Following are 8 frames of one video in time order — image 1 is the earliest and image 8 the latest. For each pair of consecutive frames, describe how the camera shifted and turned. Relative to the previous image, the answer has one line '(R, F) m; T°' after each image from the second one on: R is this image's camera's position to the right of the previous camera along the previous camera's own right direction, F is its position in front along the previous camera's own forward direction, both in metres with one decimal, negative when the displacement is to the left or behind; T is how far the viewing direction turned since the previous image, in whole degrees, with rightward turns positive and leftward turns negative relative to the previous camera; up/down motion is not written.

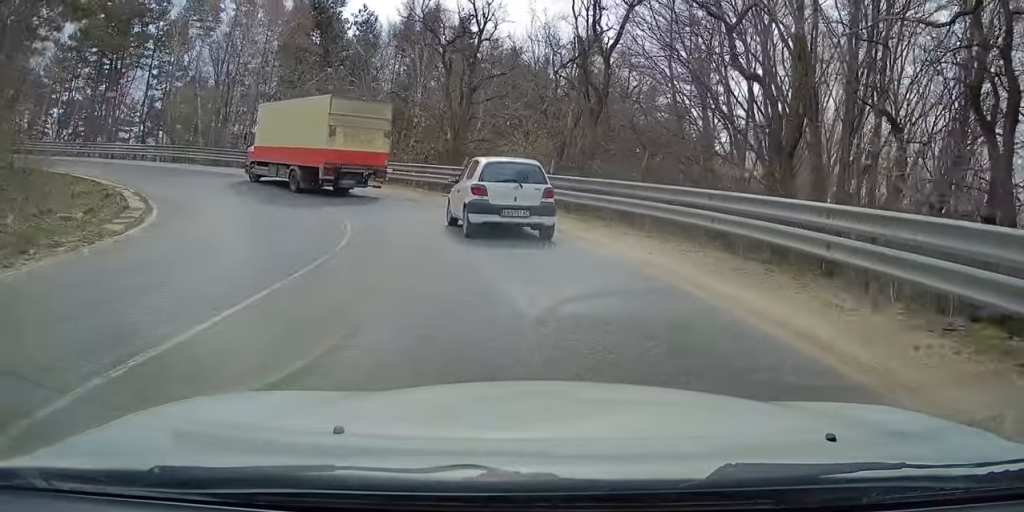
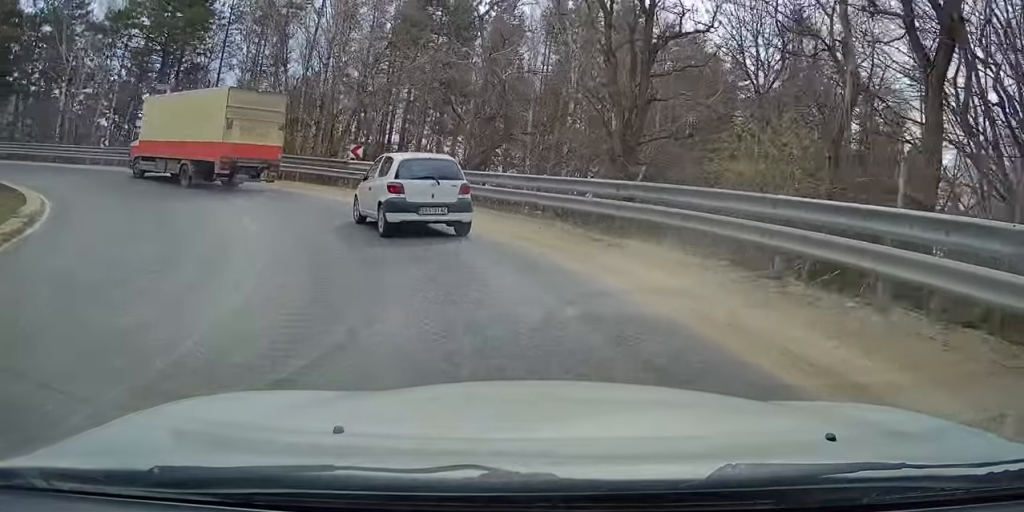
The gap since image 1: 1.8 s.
(-1.9, +14.9) m; -18°
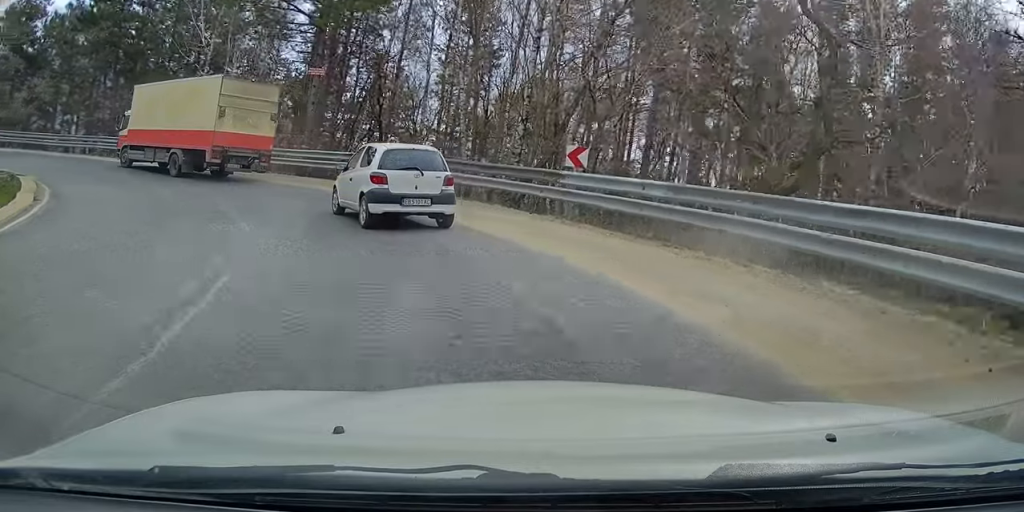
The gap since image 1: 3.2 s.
(-1.5, +11.6) m; -12°
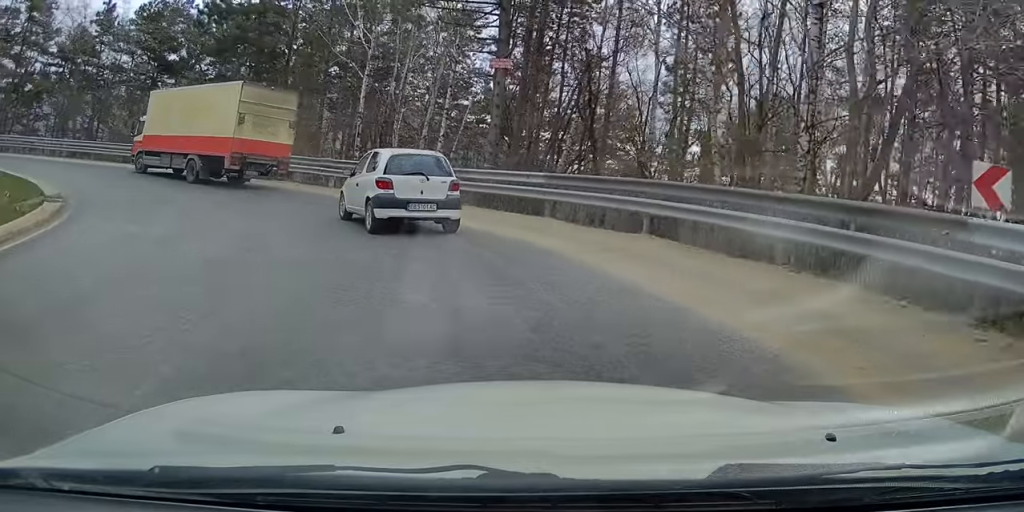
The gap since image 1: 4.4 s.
(-0.9, +8.8) m; -26°
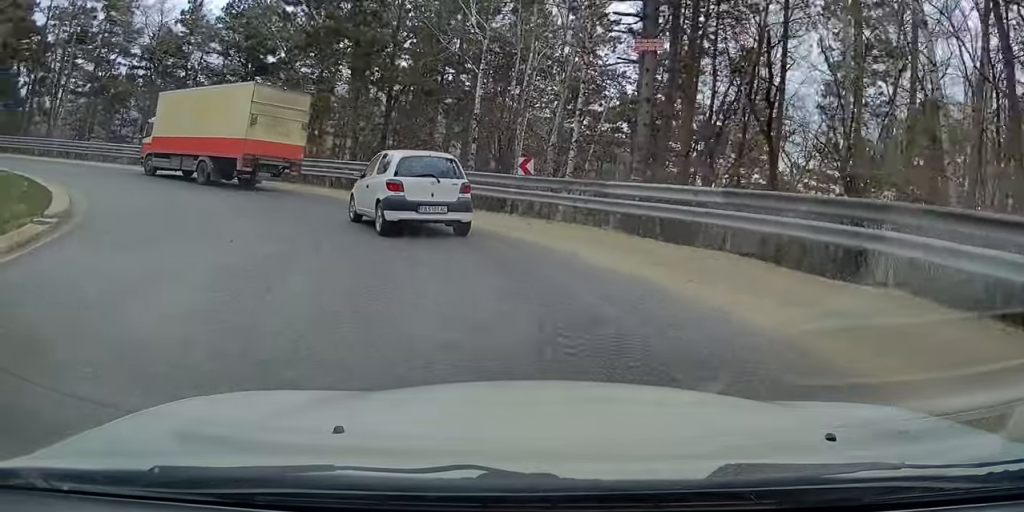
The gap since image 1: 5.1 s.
(-1.7, +5.2) m; -17°
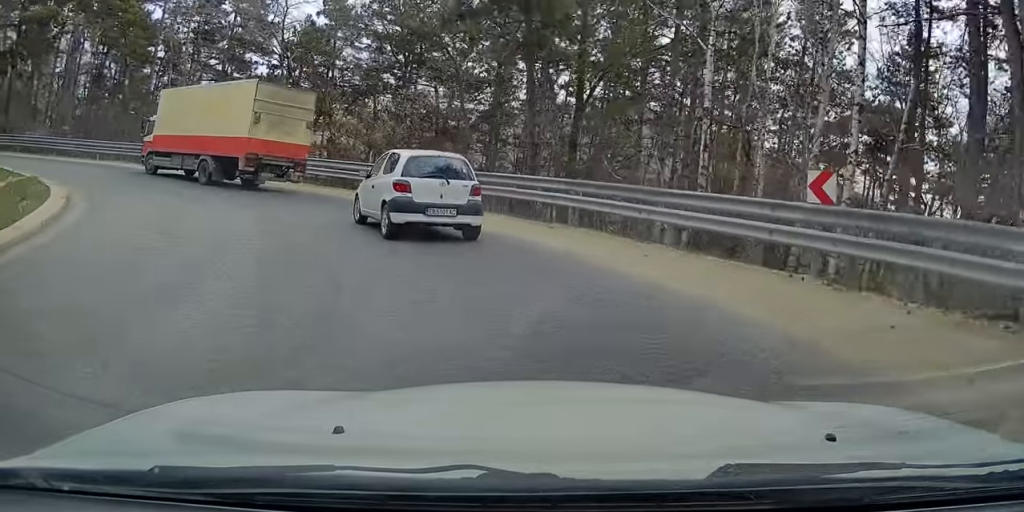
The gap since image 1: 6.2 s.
(-1.3, +8.7) m; -14°
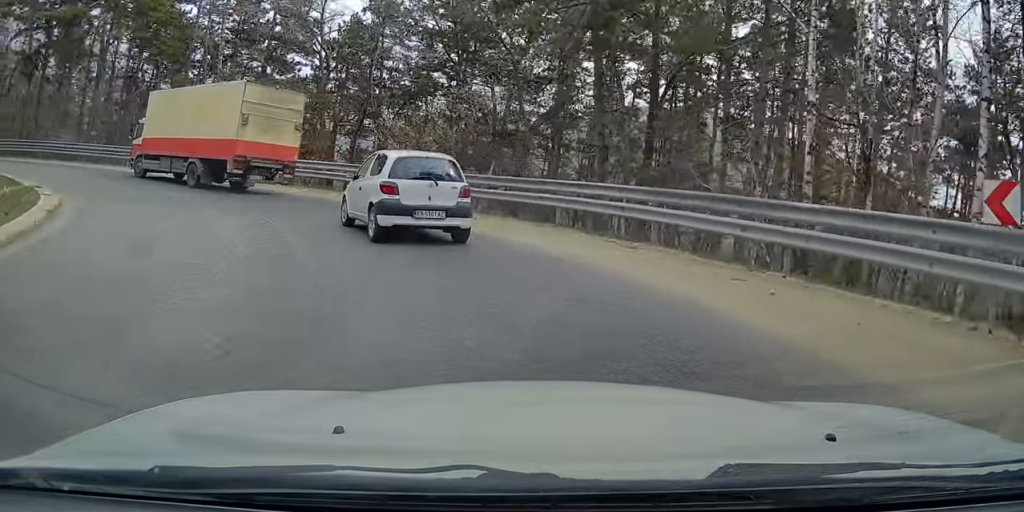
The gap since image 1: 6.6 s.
(-0.2, +3.0) m; -3°
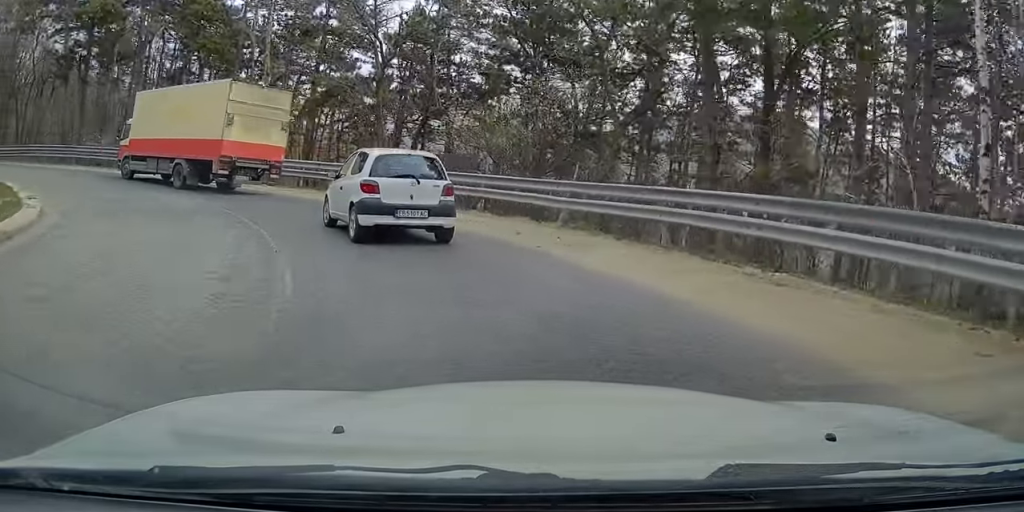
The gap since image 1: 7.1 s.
(-0.2, +3.6) m; -4°
